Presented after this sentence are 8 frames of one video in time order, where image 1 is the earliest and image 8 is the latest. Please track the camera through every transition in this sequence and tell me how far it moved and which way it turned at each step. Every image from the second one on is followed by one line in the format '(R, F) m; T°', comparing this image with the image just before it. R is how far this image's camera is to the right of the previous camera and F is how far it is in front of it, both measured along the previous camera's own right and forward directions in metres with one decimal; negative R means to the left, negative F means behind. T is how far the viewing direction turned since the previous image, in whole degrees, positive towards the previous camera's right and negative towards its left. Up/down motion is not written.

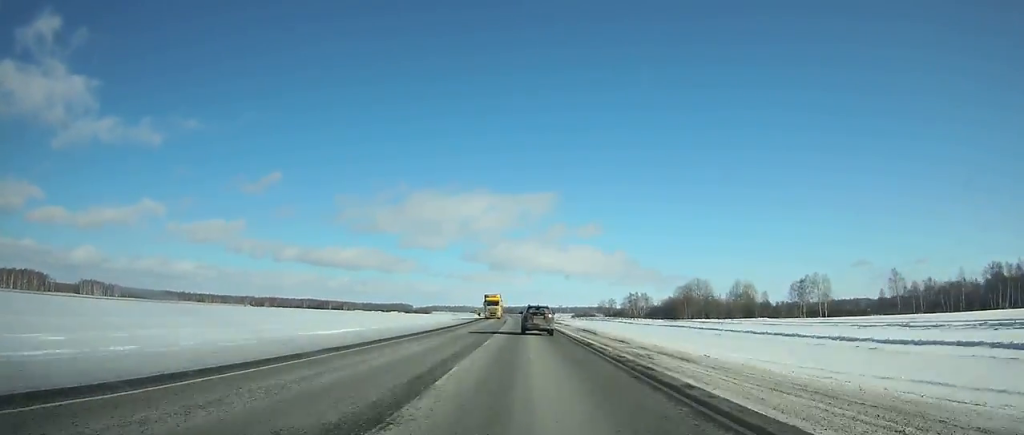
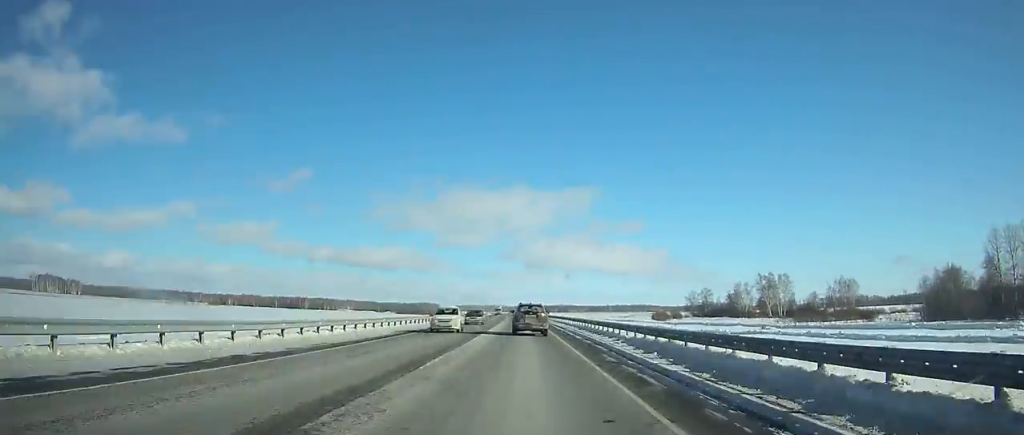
(-3.8, +165.9) m; -3°
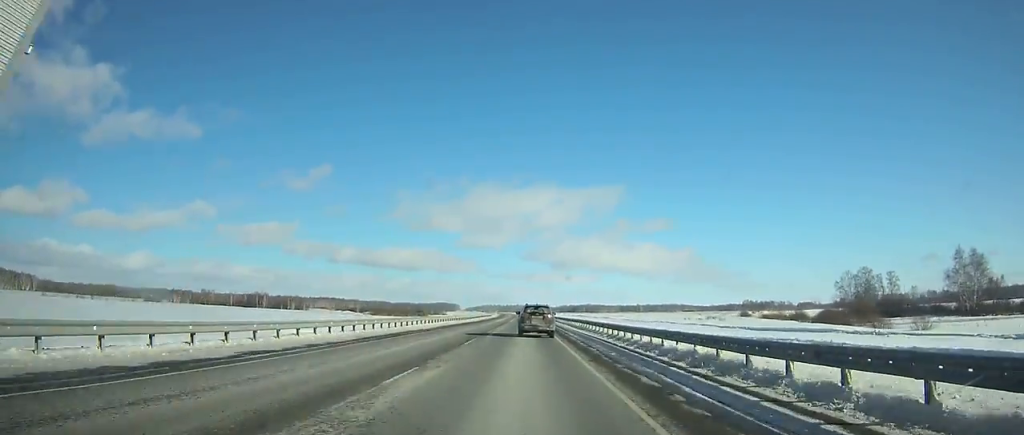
(-2.1, +122.6) m; -2°
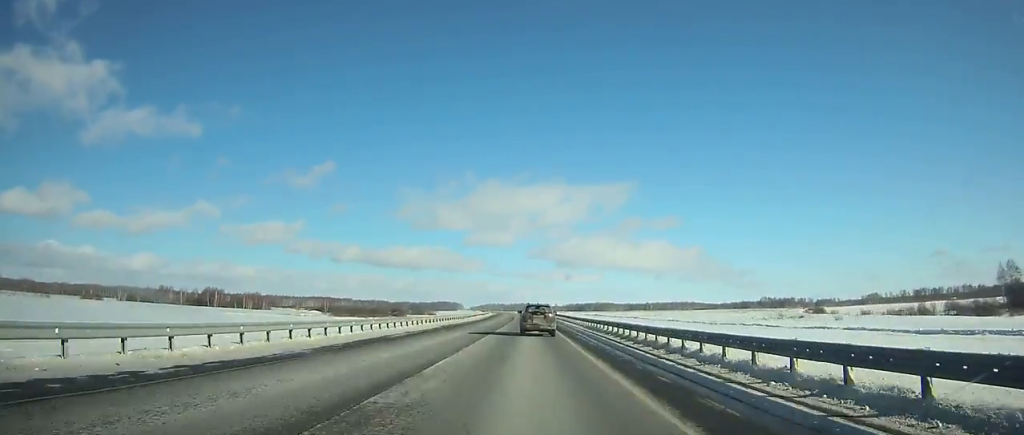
(-0.5, +69.5) m; -1°
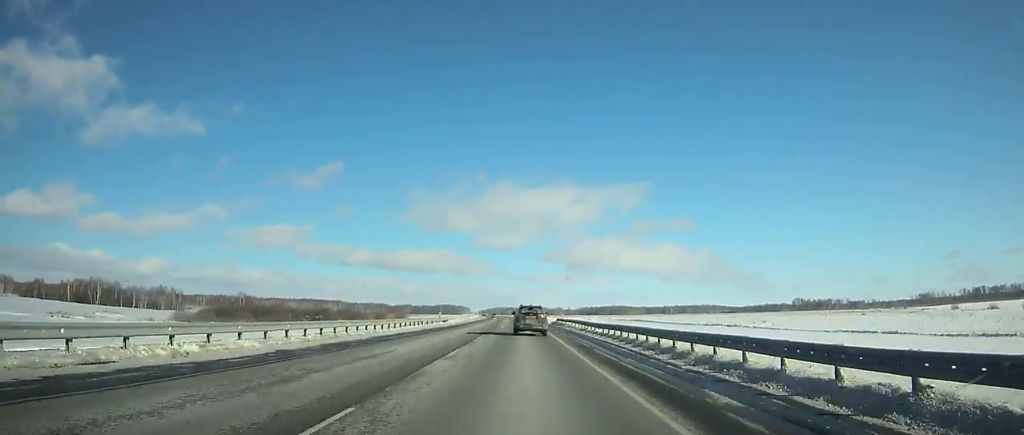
(-0.9, +102.9) m; -2°
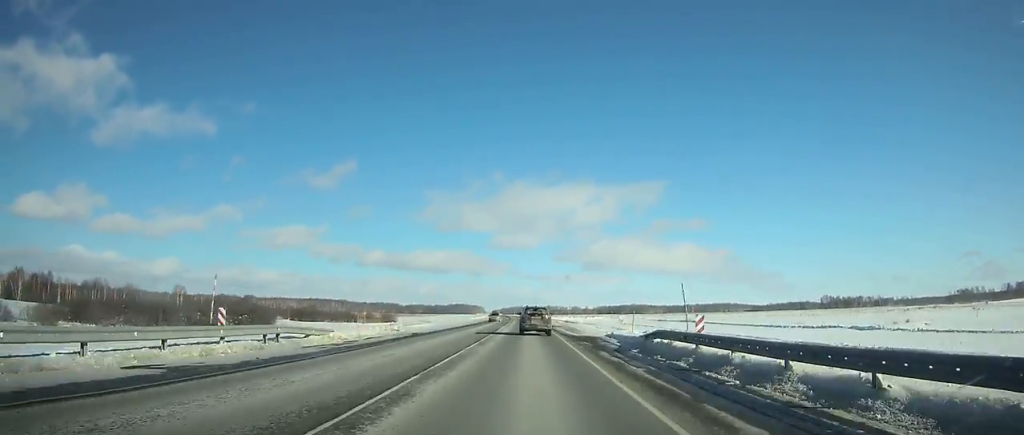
(-0.7, +50.1) m; -1°
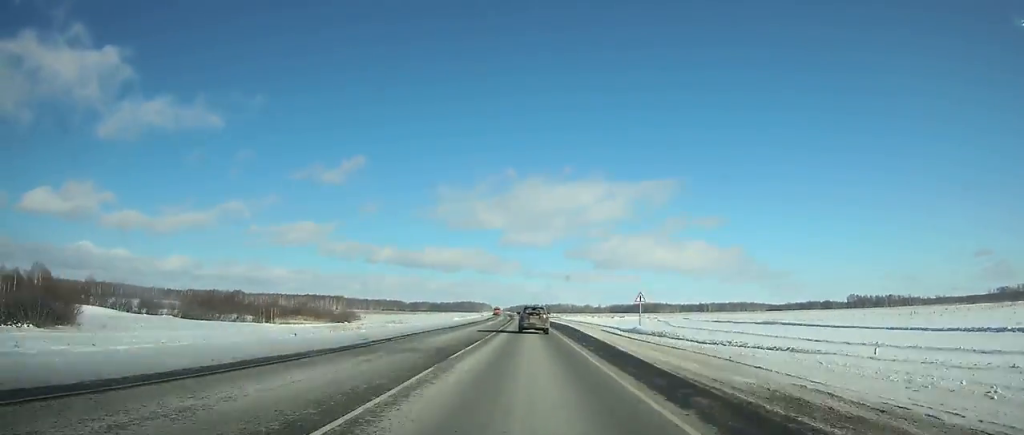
(-0.6, +58.7) m; -1°
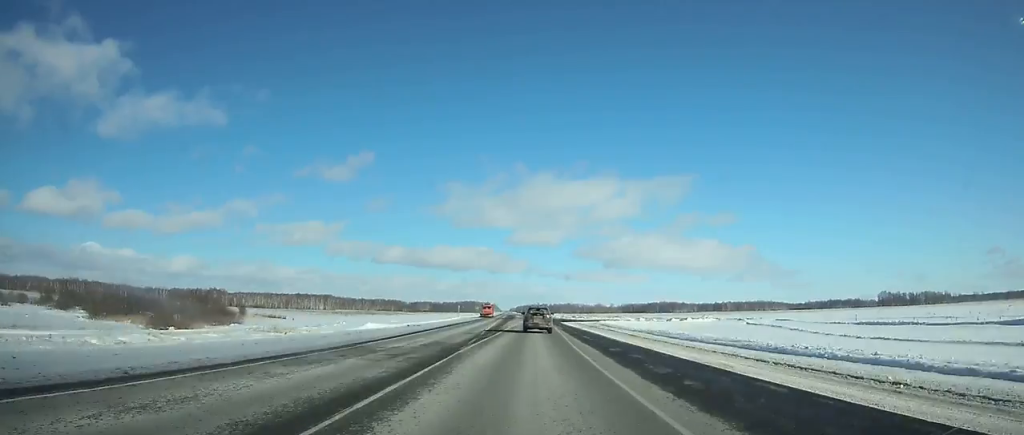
(-0.6, +72.6) m; -1°
